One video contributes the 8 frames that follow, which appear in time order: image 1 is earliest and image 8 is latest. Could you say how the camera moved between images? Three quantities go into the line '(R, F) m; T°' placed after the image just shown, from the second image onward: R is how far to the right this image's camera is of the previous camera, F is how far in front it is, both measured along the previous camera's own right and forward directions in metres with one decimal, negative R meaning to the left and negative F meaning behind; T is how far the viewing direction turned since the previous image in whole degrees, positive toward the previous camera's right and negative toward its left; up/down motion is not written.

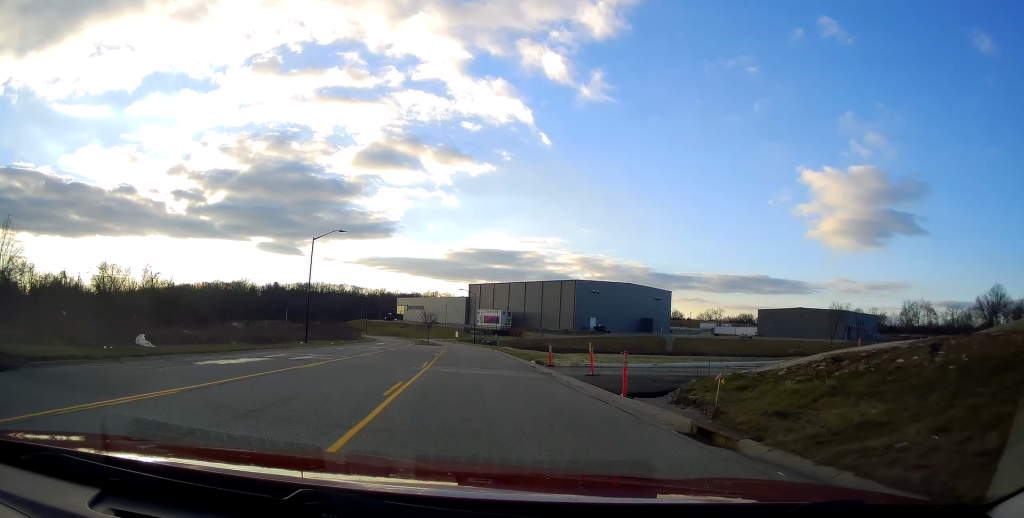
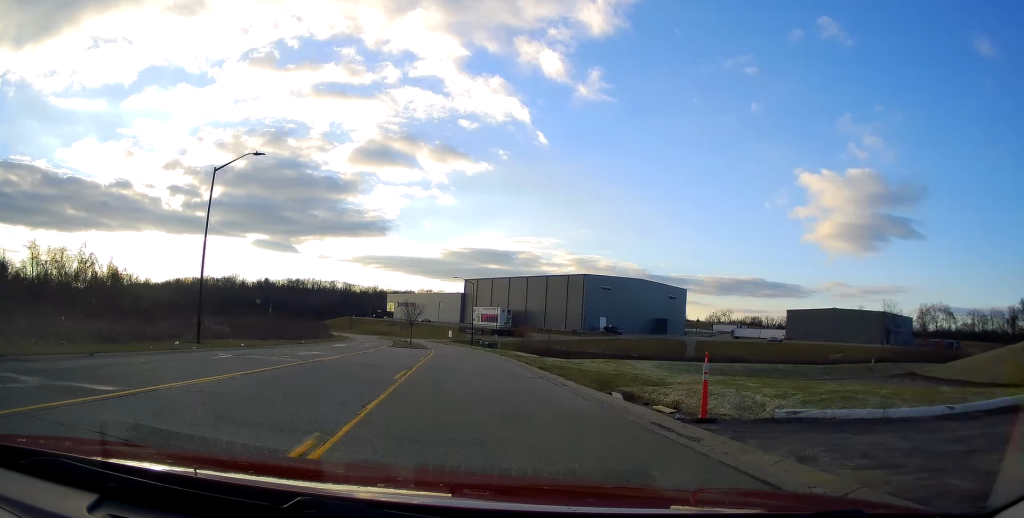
(+1.1, +20.0) m; +1°
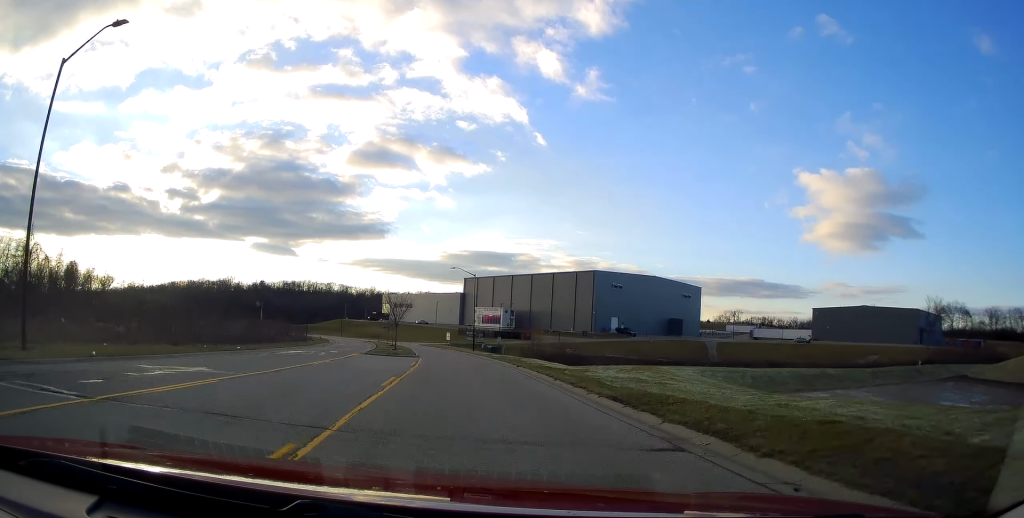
(-1.3, +12.6) m; +3°
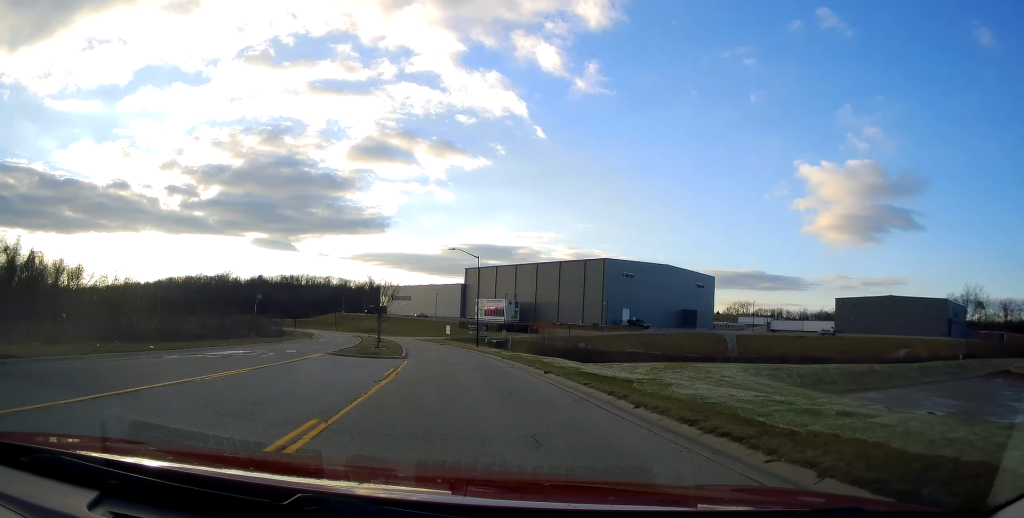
(+1.3, +8.7) m; -2°
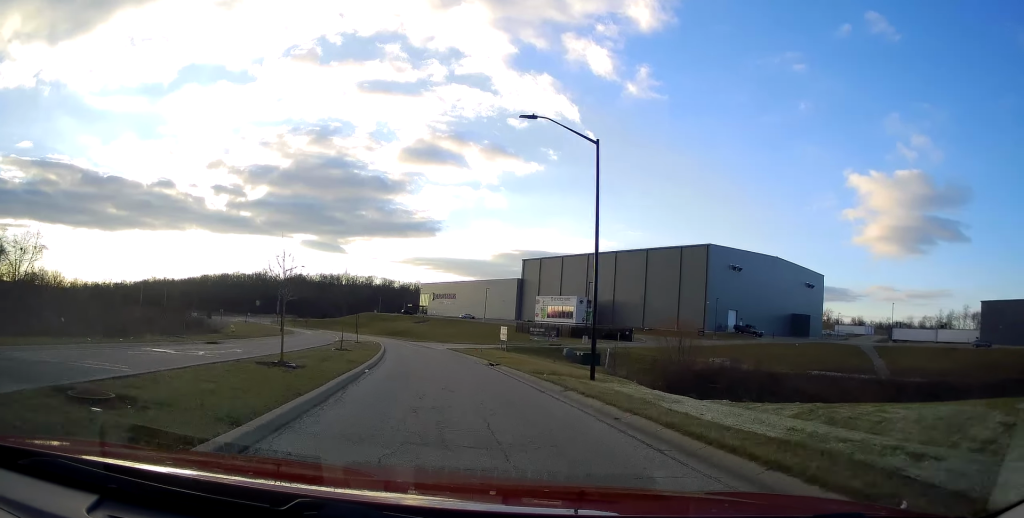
(-1.1, +30.1) m; 0°
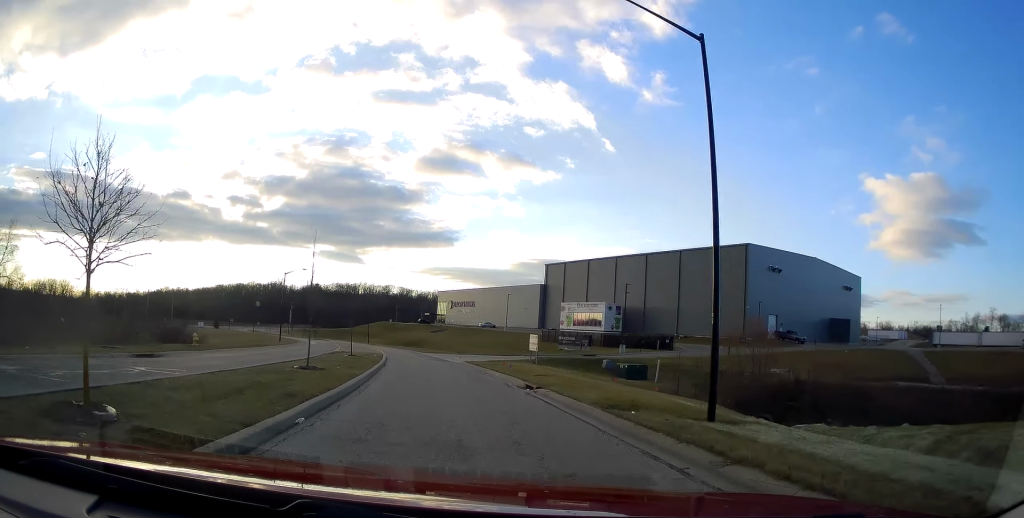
(+1.4, +7.2) m; +1°
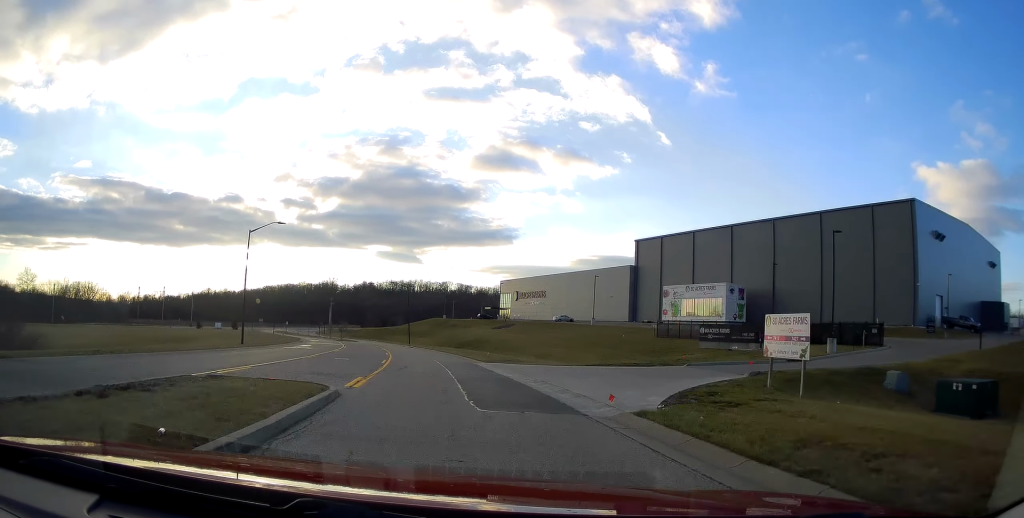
(-3.5, +25.6) m; -14°
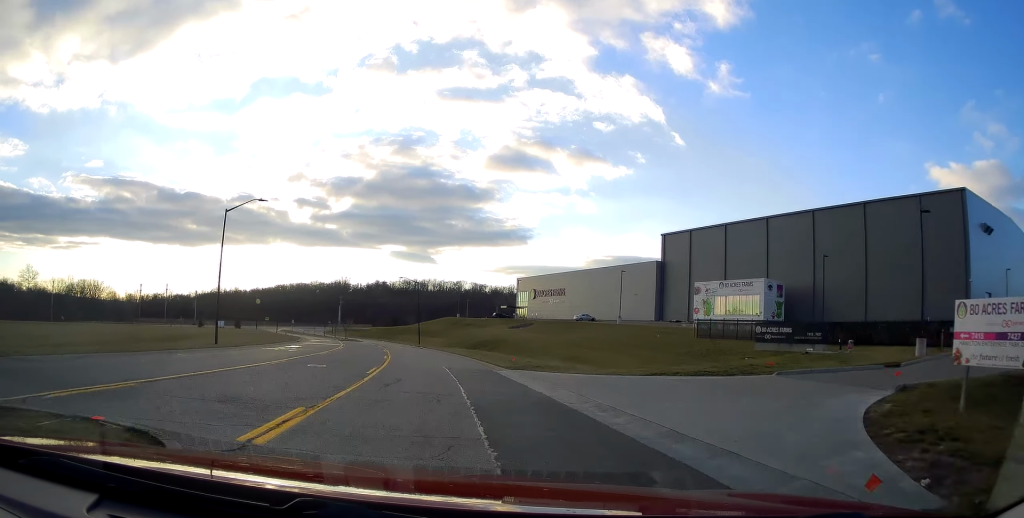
(-0.2, +6.4) m; -4°
